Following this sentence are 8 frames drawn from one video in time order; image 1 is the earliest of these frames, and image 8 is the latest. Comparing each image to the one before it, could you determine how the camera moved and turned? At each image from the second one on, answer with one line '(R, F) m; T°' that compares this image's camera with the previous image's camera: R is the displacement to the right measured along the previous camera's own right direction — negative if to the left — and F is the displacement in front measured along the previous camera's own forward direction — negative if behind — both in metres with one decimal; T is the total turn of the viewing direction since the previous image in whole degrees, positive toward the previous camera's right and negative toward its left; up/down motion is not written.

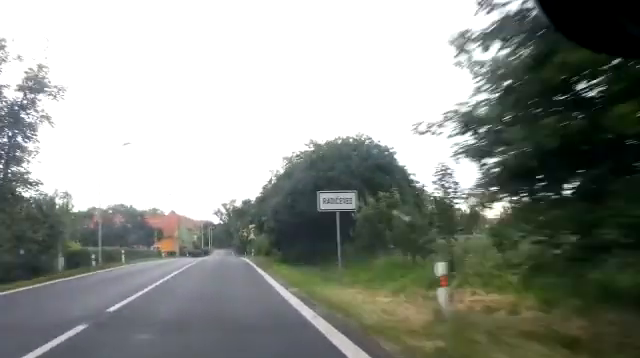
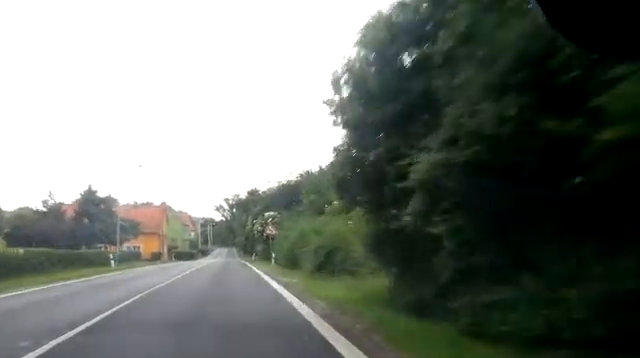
(-0.3, +22.8) m; -1°
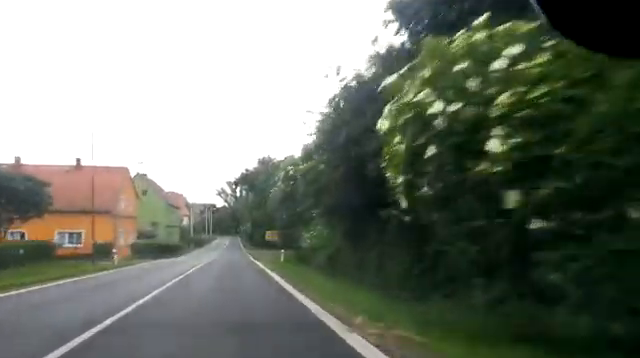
(0.0, +30.2) m; -1°
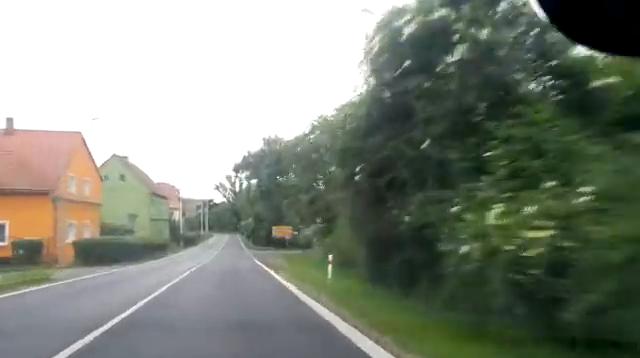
(0.0, +14.6) m; -1°
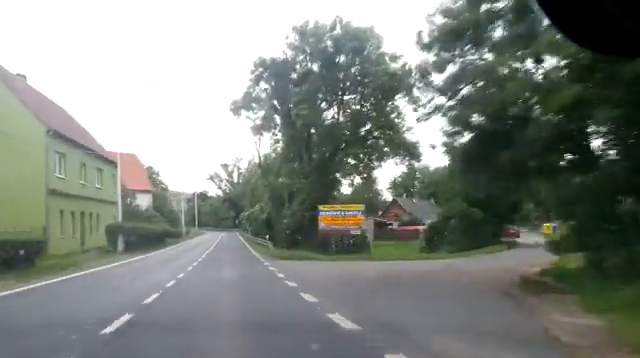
(-0.1, +33.4) m; +1°
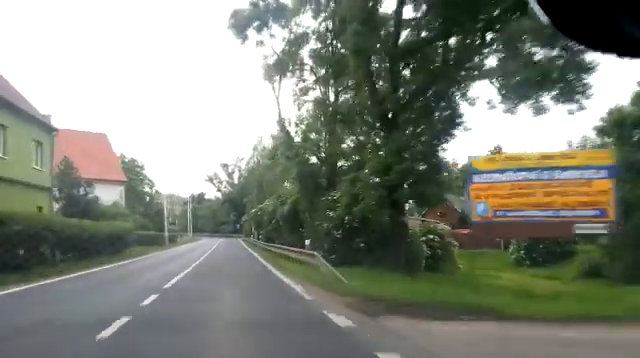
(0.0, +17.5) m; 0°
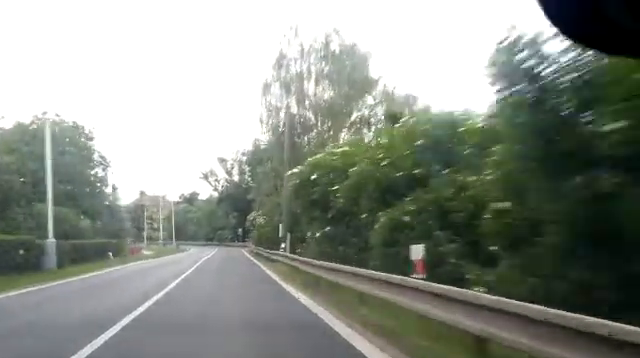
(+0.2, +29.5) m; 0°
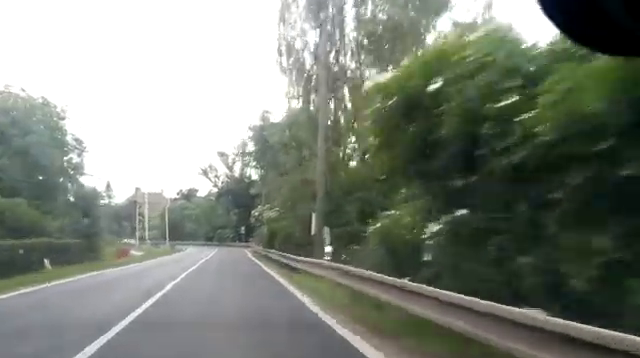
(-0.1, +8.7) m; 0°
